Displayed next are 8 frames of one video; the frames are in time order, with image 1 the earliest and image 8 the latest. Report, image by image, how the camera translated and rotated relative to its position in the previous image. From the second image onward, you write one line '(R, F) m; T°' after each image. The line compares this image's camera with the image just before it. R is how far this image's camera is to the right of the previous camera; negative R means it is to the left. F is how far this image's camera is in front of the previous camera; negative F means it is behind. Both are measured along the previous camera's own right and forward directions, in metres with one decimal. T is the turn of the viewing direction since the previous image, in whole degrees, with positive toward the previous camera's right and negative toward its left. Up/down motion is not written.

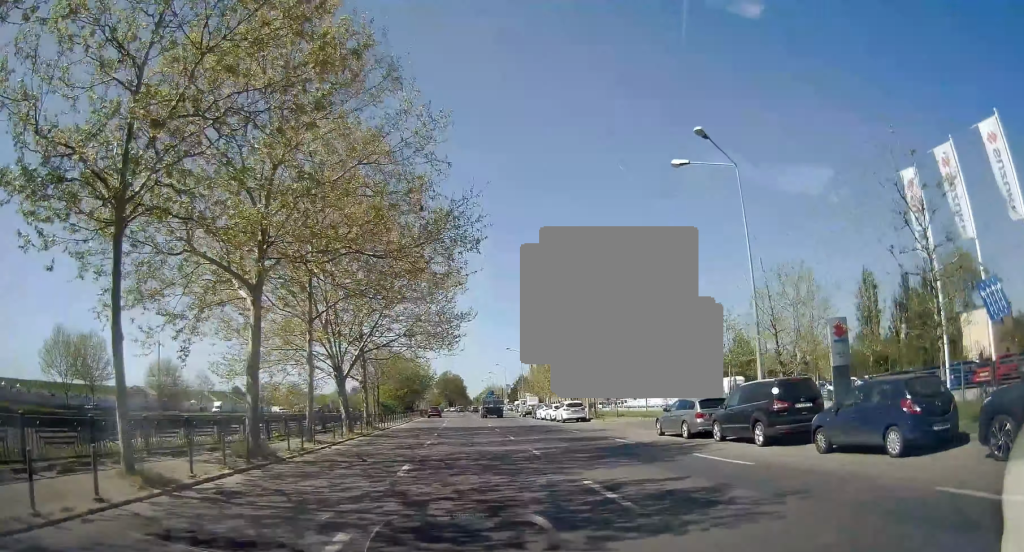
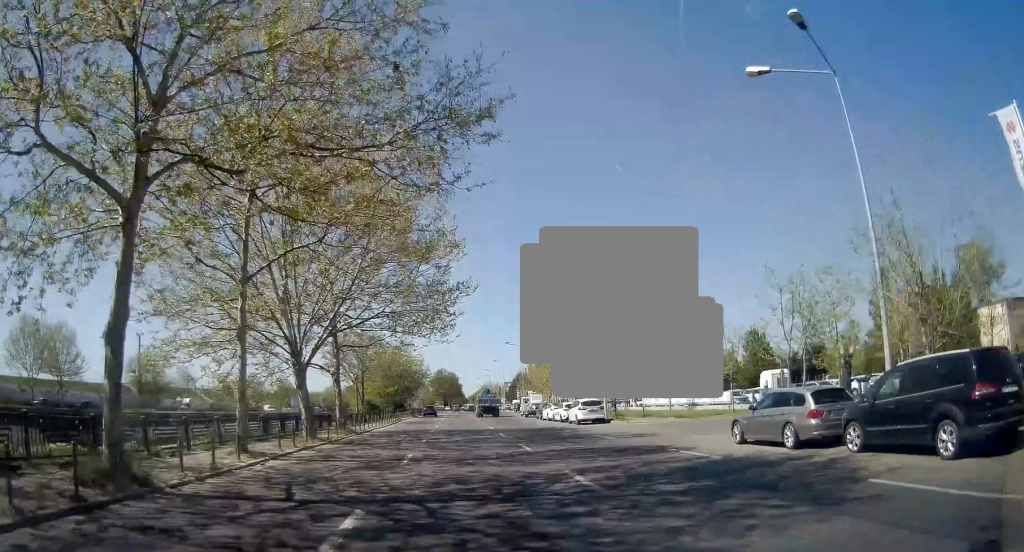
(0.0, +7.3) m; -1°
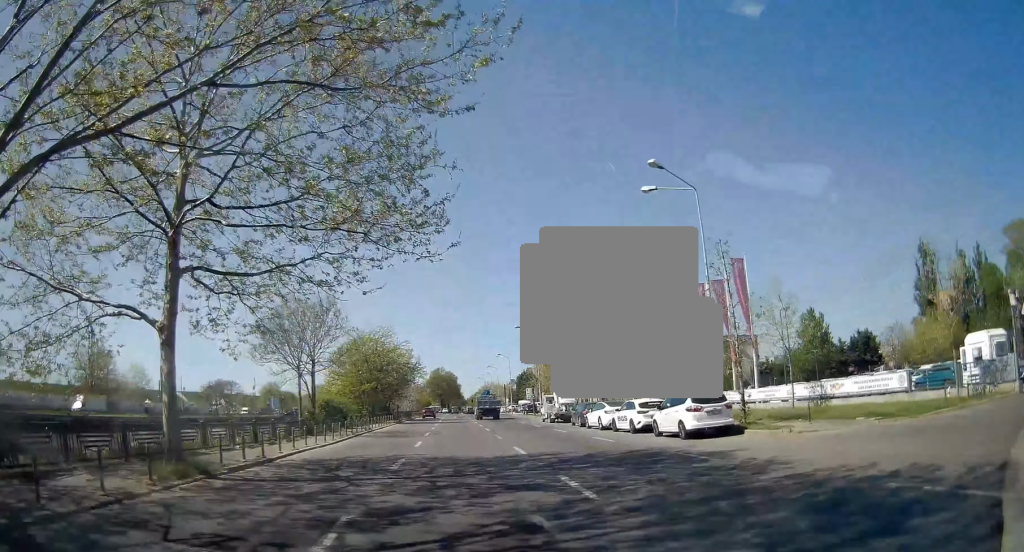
(+0.1, +18.6) m; +2°
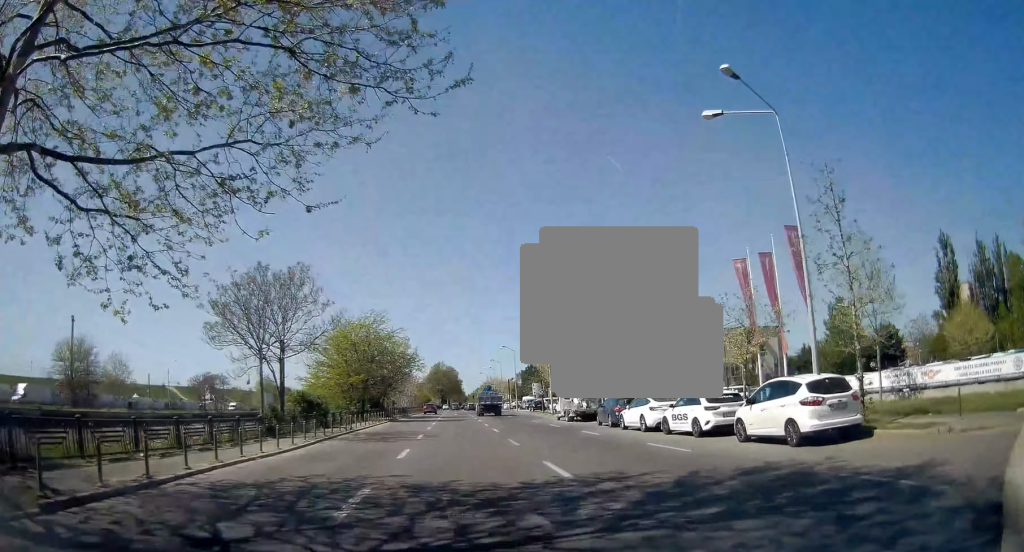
(+0.1, +7.1) m; 0°
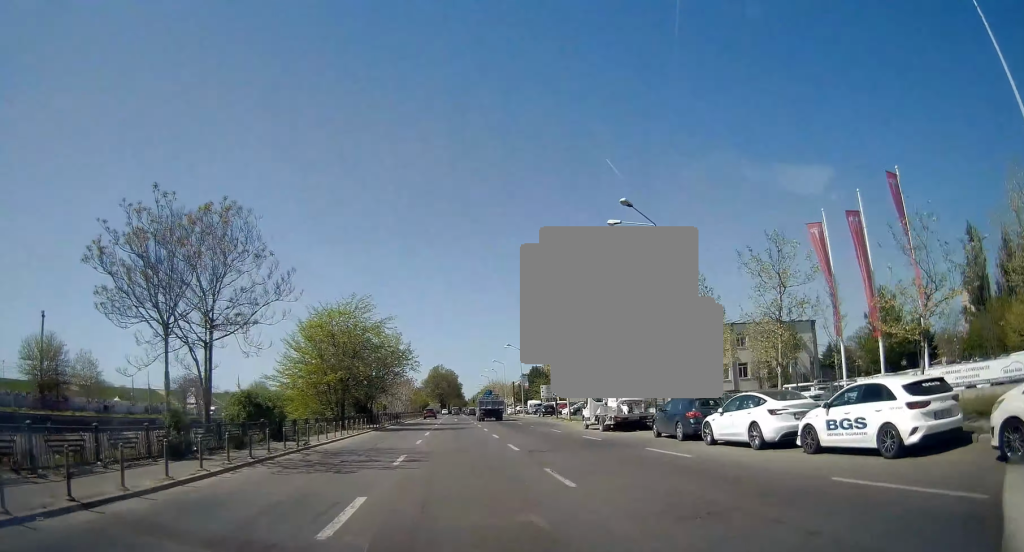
(+0.1, +9.5) m; -1°
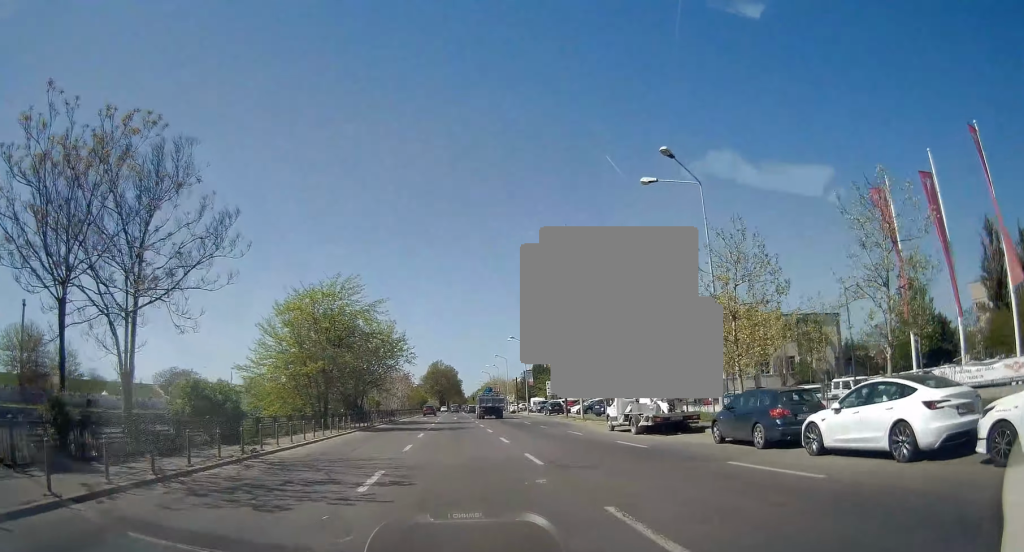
(-0.2, +5.7) m; 0°
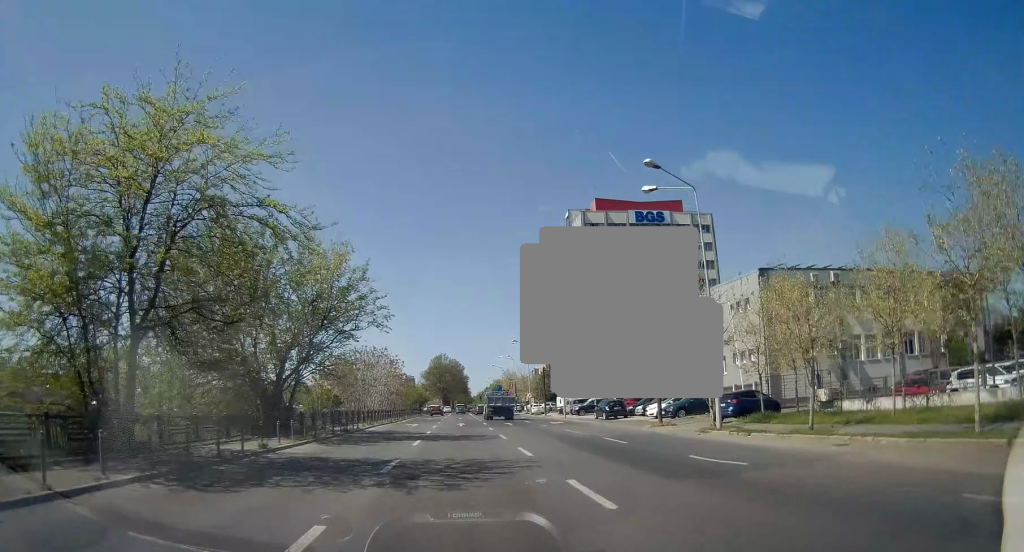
(+0.1, +24.2) m; 0°
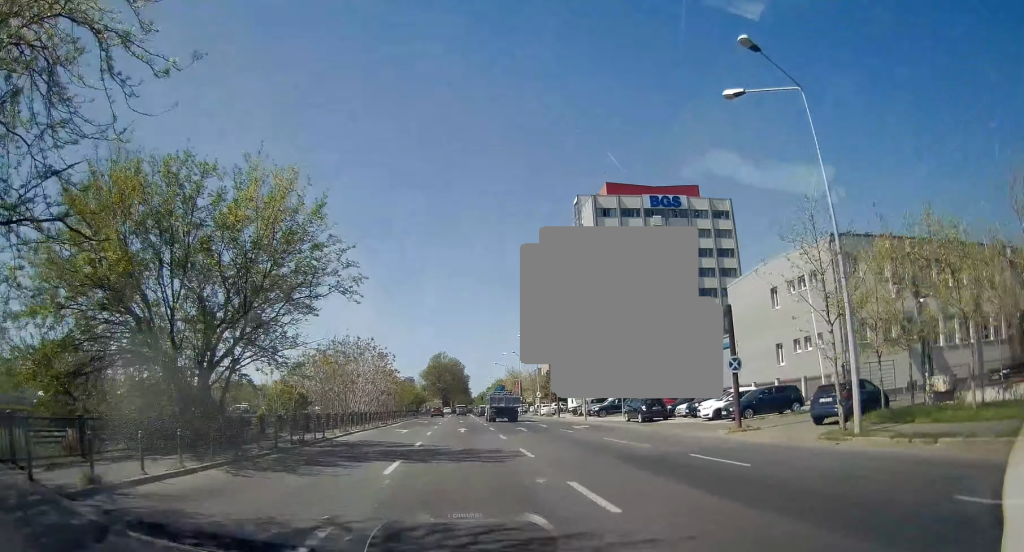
(-0.1, +8.9) m; 0°
